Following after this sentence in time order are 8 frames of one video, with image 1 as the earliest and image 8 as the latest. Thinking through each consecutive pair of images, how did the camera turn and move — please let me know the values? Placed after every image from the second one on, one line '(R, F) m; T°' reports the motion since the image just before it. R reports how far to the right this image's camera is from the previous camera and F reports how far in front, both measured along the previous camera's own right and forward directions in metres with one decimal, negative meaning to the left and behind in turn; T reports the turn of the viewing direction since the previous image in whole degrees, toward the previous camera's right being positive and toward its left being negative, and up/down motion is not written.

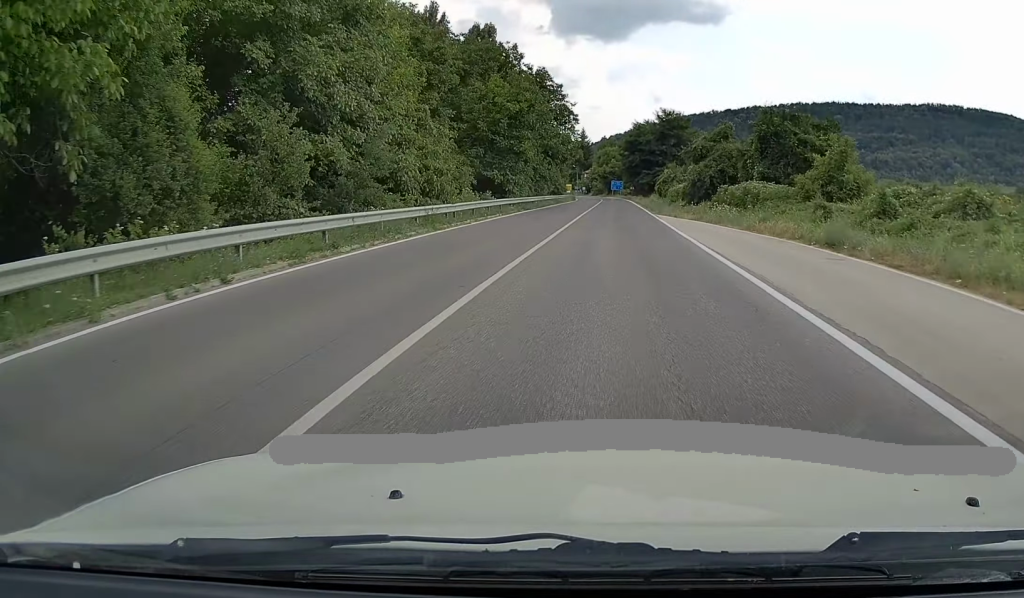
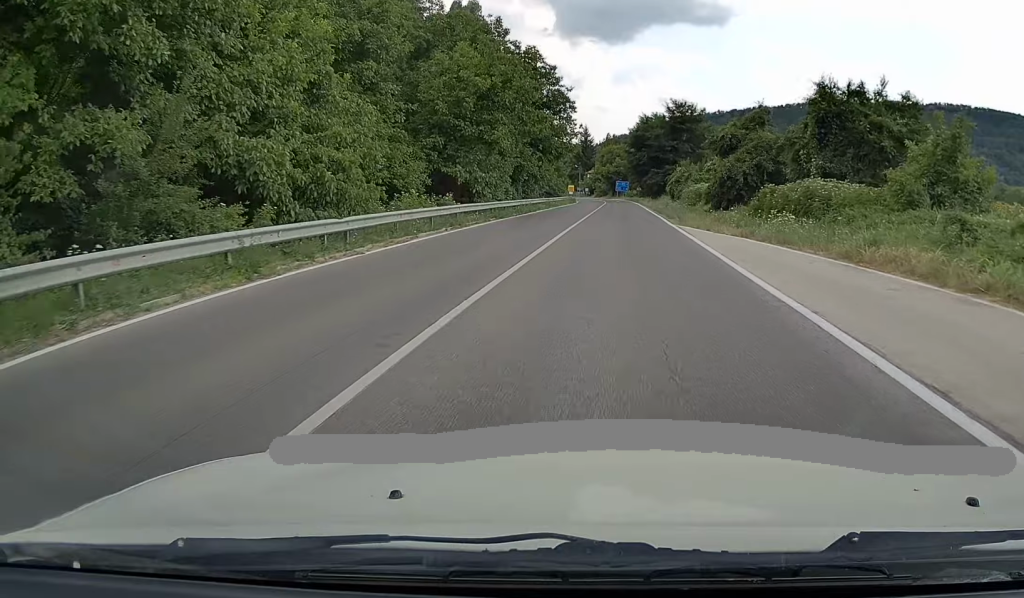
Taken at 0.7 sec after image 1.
(0.0, +12.4) m; 0°
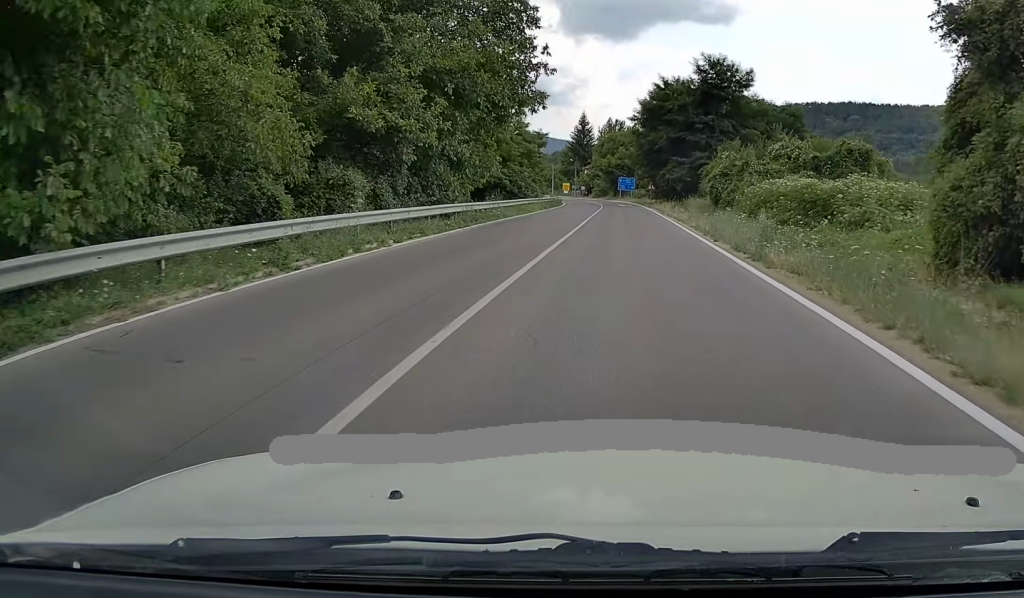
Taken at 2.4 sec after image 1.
(-0.3, +31.8) m; 0°
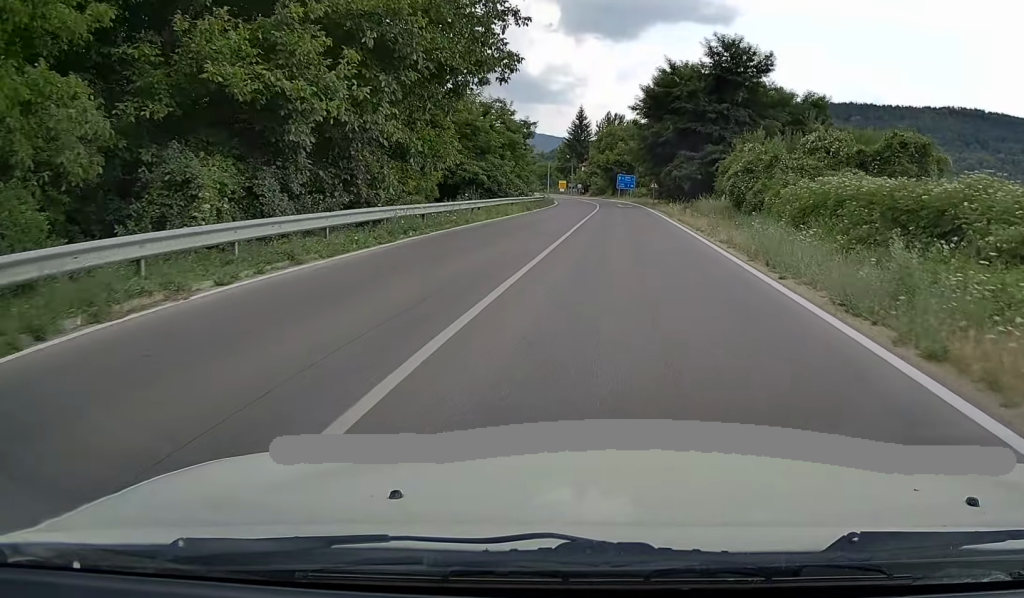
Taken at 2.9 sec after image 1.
(+0.1, +8.4) m; 0°
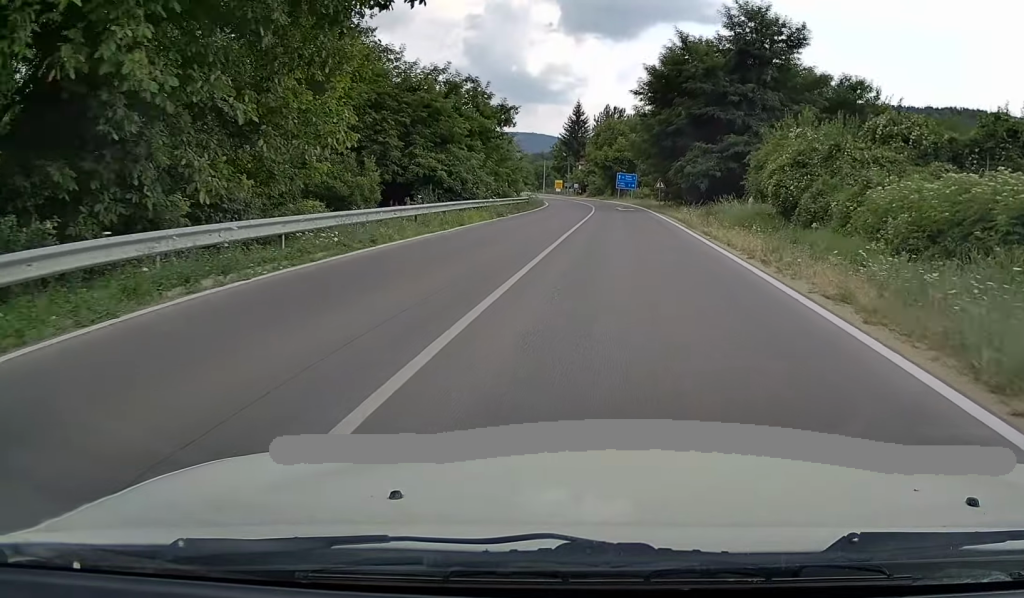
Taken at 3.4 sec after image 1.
(0.0, +10.2) m; 0°
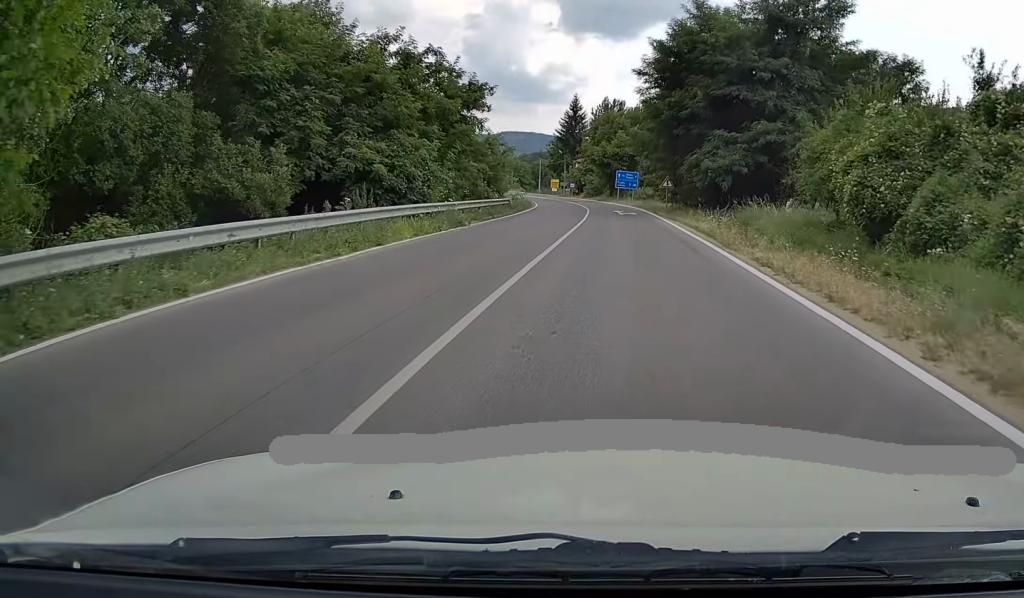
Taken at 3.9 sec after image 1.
(-0.1, +8.8) m; 0°
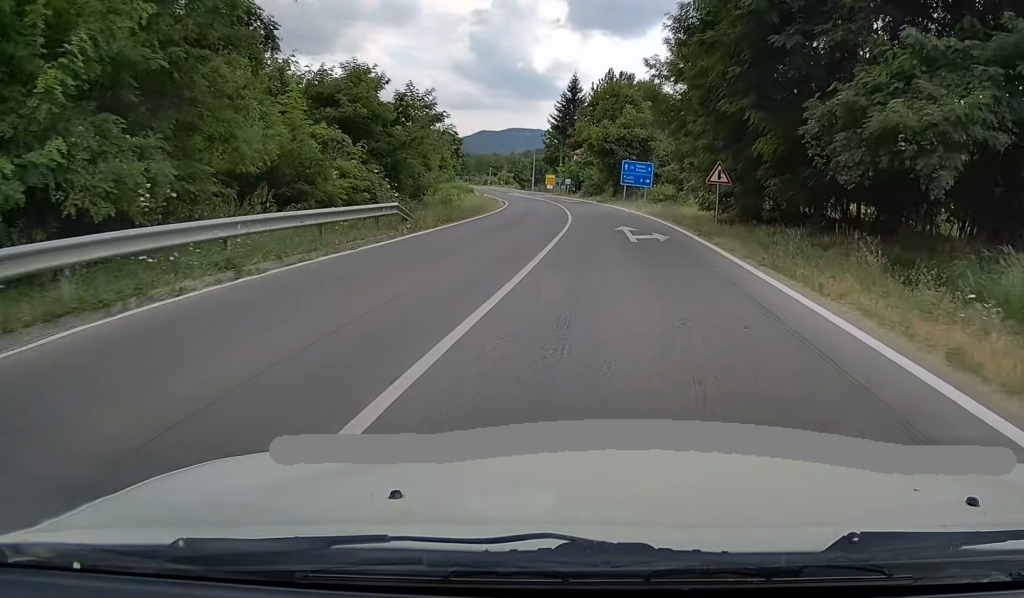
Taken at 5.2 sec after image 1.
(-0.1, +22.4) m; 0°
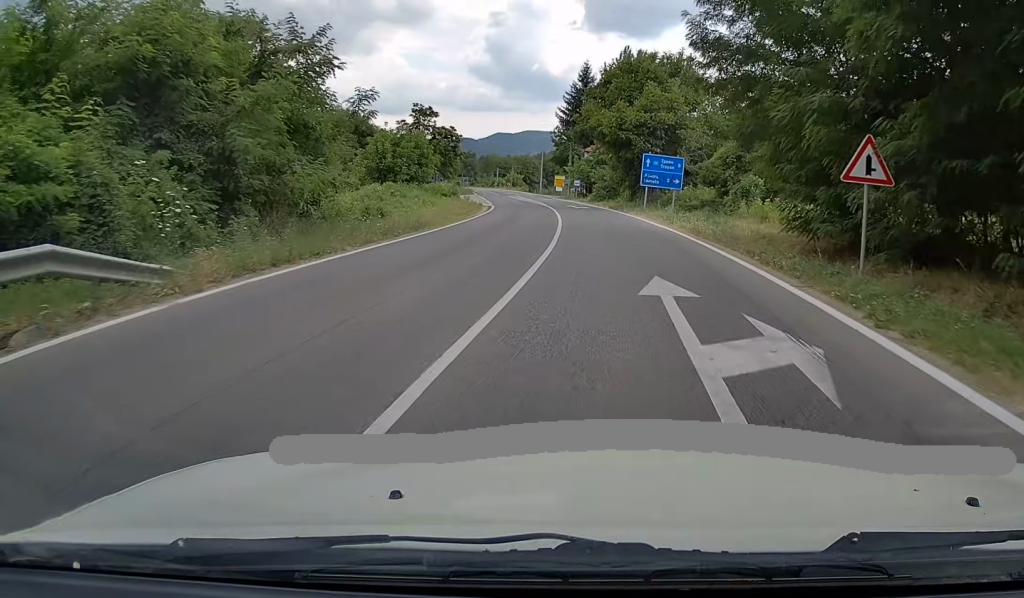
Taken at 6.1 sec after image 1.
(-0.1, +13.9) m; -2°
